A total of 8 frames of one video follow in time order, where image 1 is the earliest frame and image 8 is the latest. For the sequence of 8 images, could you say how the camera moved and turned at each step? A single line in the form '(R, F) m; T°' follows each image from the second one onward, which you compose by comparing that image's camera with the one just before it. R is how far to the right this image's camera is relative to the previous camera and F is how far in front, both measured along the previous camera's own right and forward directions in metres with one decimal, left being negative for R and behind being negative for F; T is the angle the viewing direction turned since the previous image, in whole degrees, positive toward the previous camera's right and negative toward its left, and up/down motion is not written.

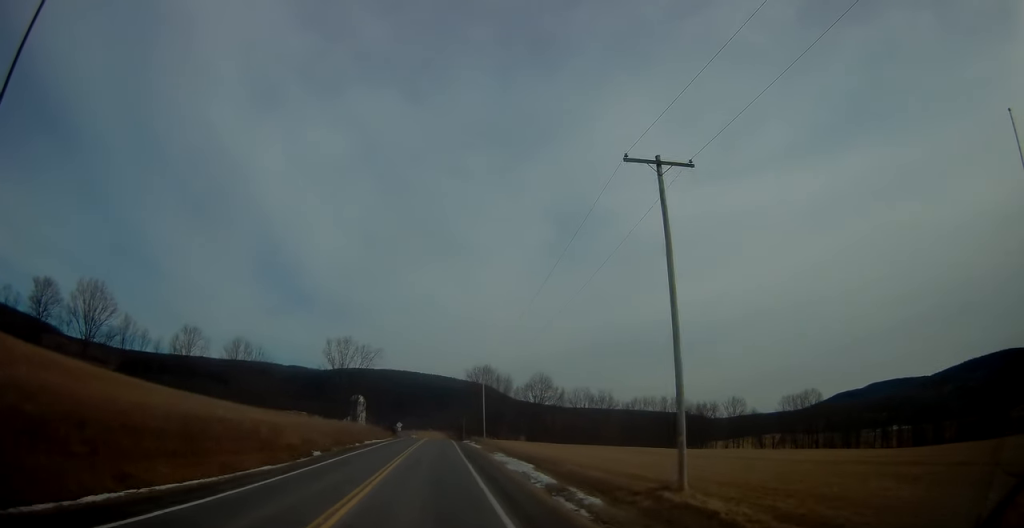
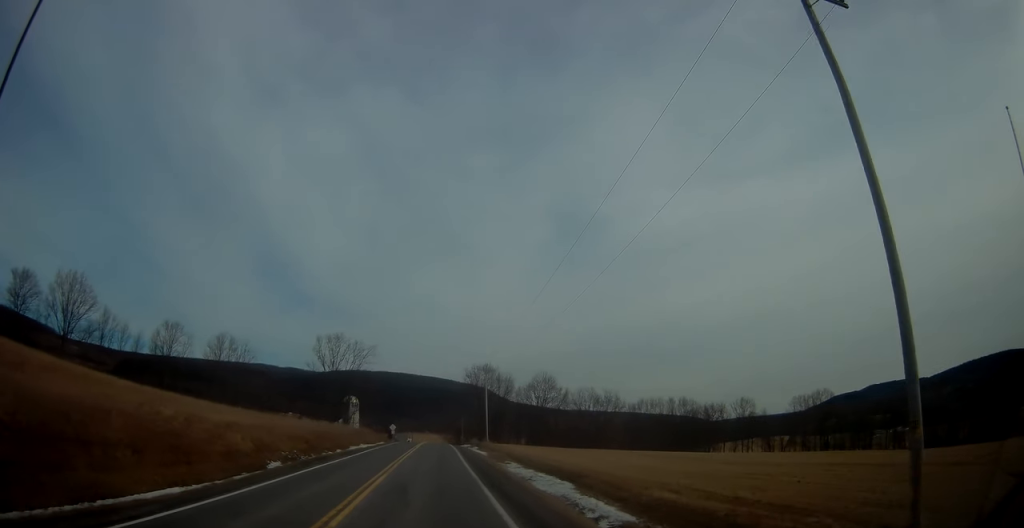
(0.0, +9.3) m; 0°
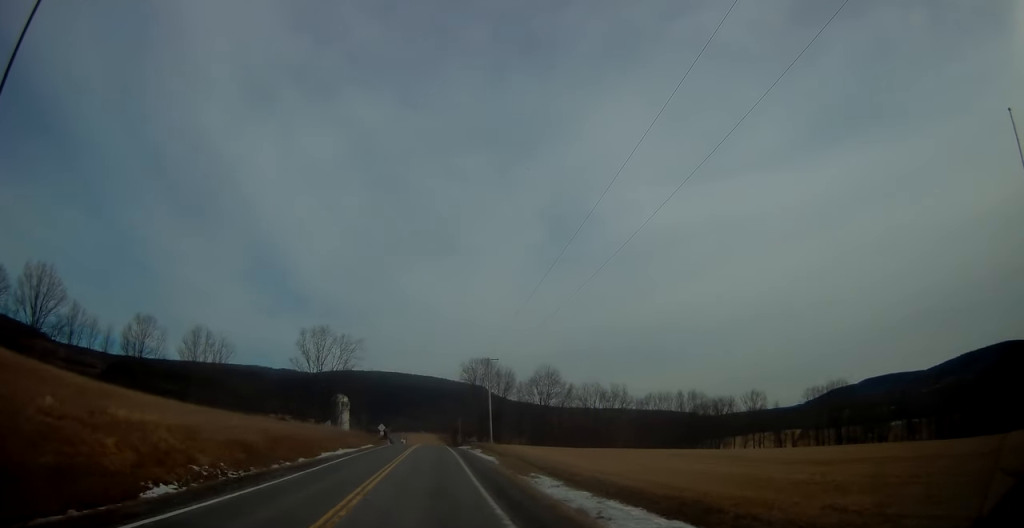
(0.0, +11.4) m; 0°
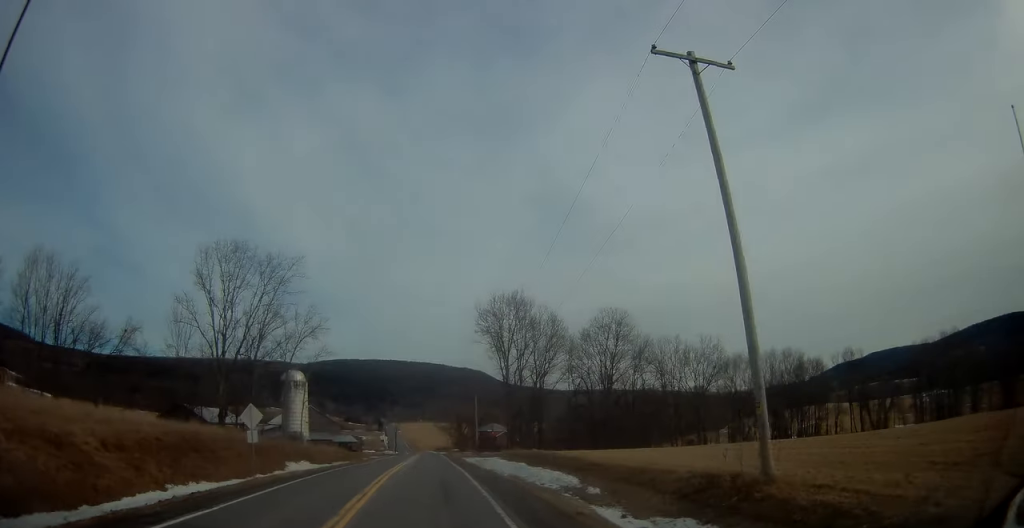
(+0.6, +56.7) m; +1°
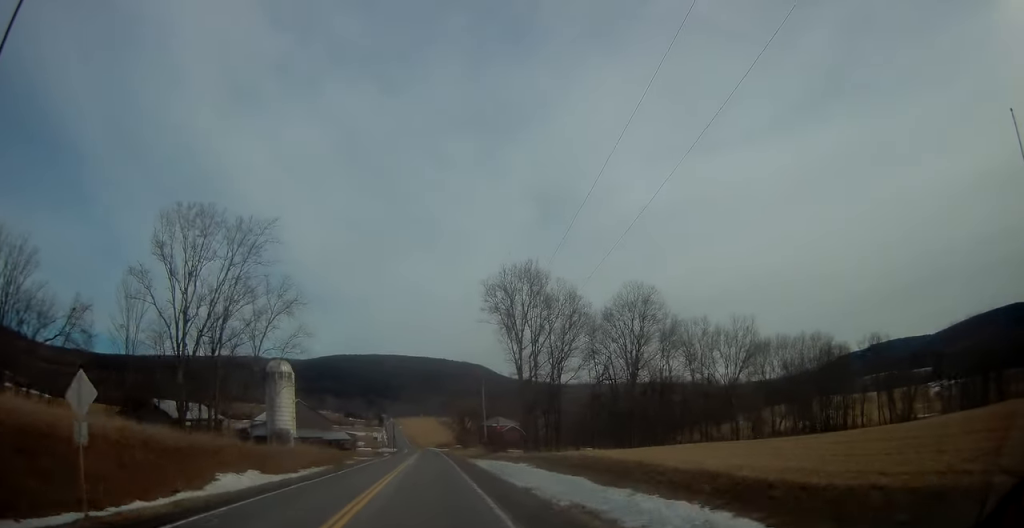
(0.0, +12.1) m; 0°
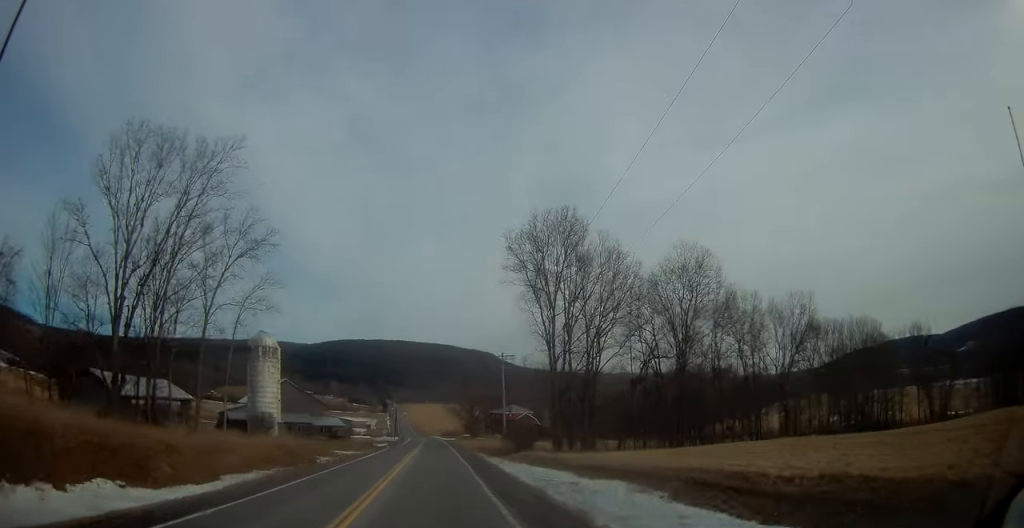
(-0.1, +14.6) m; 0°
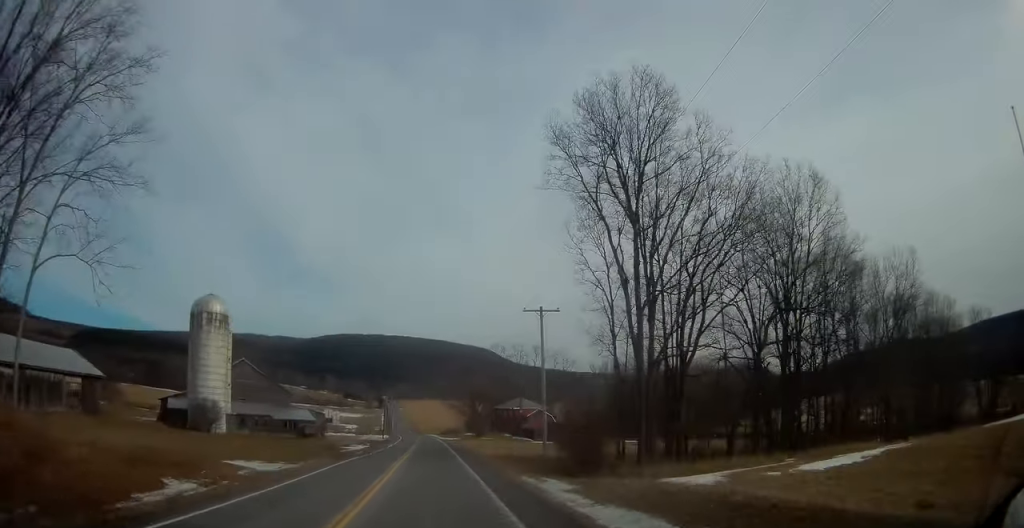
(-0.1, +22.9) m; 0°
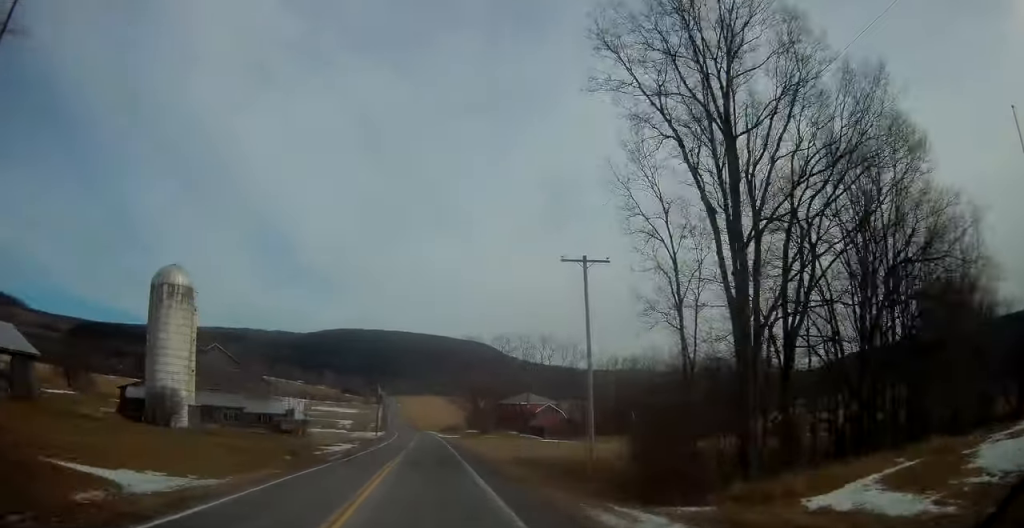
(+0.1, +11.4) m; 0°
